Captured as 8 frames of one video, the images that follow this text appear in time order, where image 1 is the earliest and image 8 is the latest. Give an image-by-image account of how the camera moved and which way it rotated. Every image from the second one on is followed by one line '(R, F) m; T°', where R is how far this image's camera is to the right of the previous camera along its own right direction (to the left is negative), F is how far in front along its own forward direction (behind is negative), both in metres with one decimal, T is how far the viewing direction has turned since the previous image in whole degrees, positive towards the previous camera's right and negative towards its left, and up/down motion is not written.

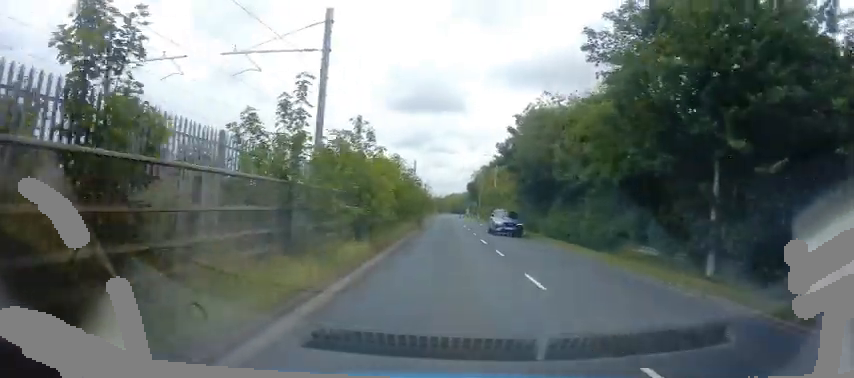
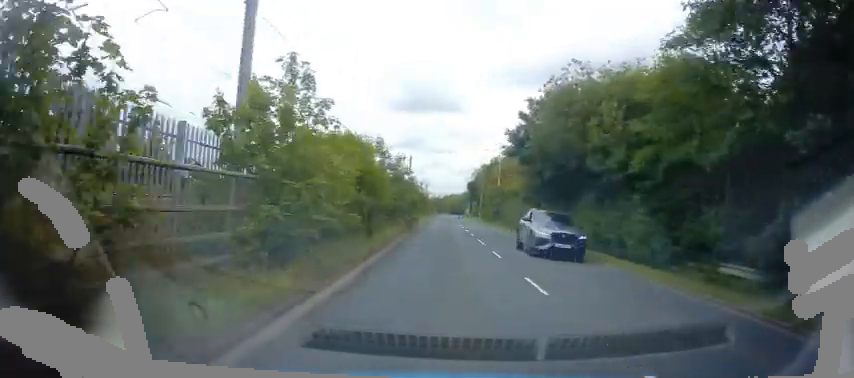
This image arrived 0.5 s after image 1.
(0.0, +6.9) m; 0°
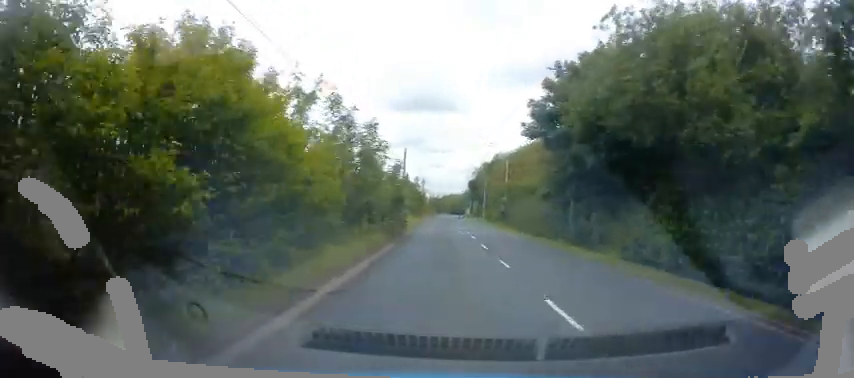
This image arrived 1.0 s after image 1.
(0.0, +8.2) m; 0°
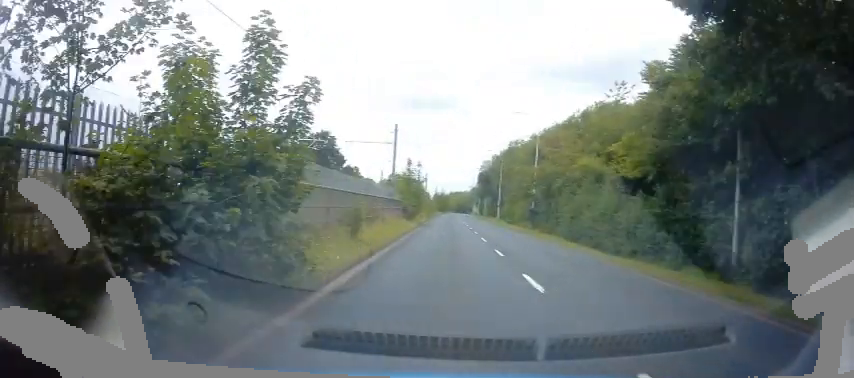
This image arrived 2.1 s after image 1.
(-0.1, +16.4) m; -1°
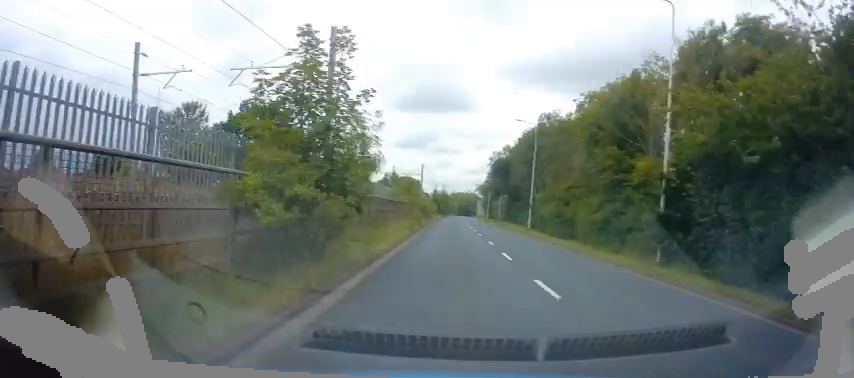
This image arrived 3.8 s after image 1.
(-0.2, +25.4) m; 0°
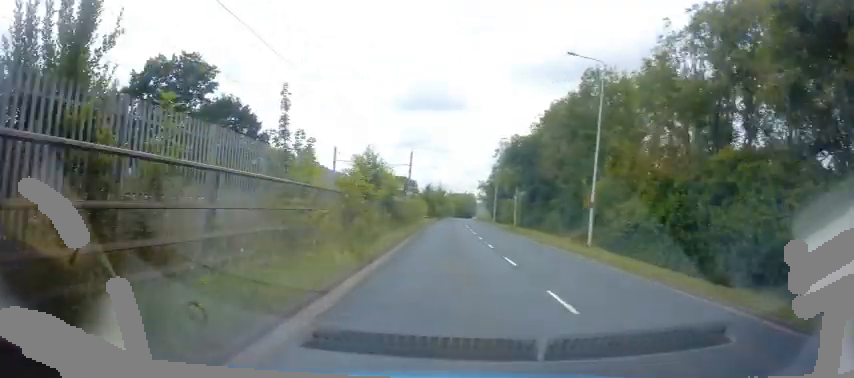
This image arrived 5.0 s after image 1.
(+0.2, +19.9) m; 0°
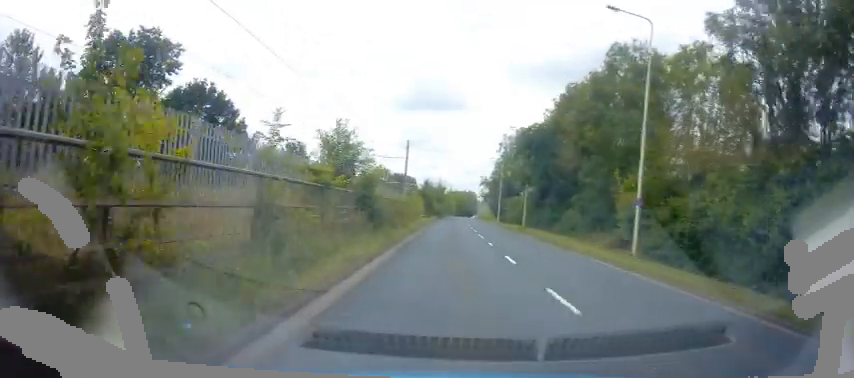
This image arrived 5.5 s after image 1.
(0.0, +6.5) m; -1°
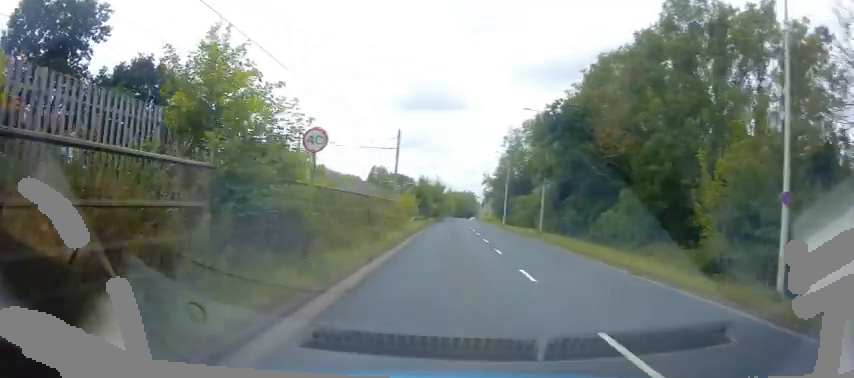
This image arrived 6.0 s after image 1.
(+0.1, +9.1) m; -3°
